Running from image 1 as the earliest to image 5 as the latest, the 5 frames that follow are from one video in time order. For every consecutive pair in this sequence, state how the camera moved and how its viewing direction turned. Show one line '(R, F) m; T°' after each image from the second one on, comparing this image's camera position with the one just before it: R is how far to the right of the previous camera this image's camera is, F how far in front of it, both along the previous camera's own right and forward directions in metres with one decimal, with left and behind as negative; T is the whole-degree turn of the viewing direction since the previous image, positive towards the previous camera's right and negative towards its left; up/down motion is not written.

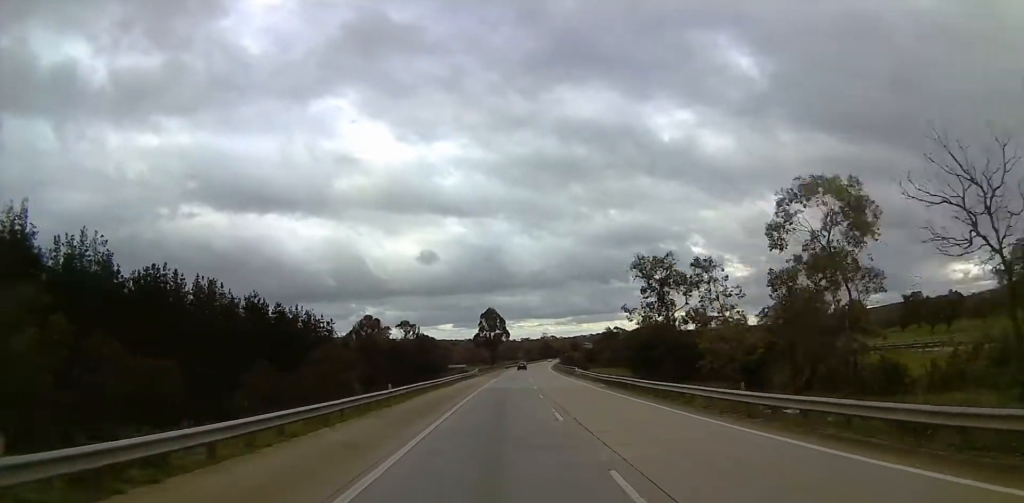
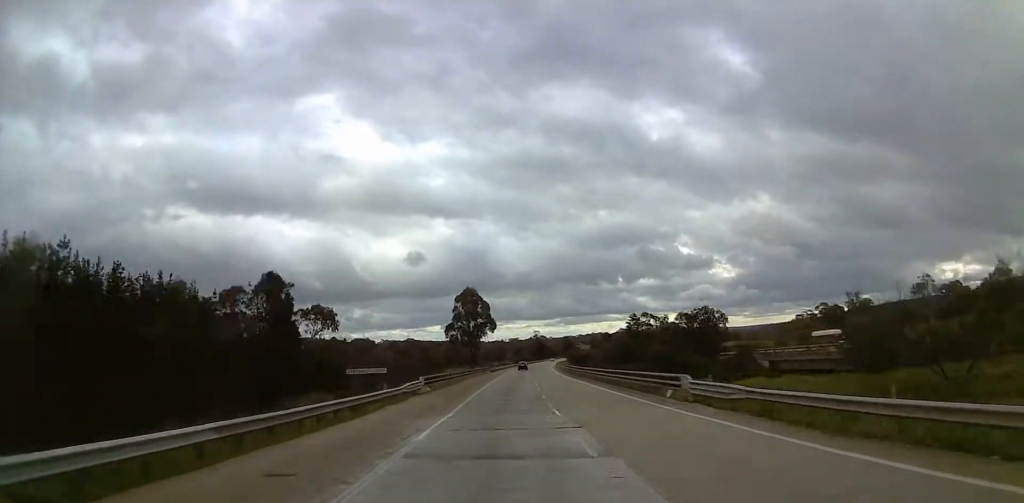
(-0.6, +40.6) m; -1°
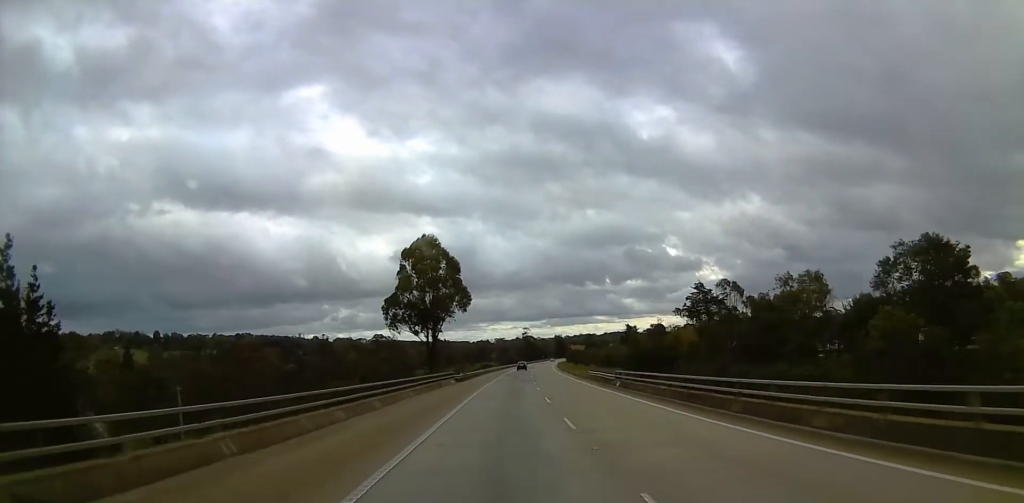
(+0.6, +47.5) m; +1°
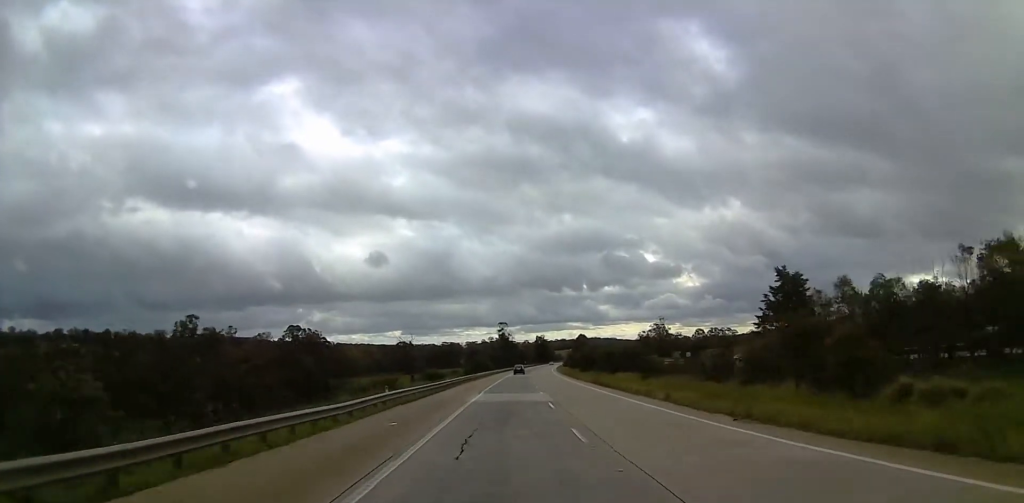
(+3.6, +98.4) m; +5°
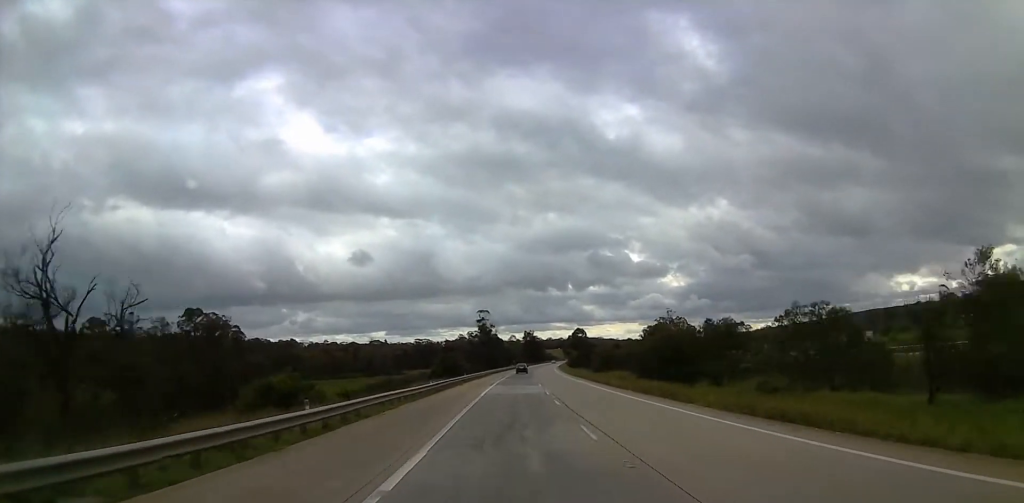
(+0.1, +63.8) m; 0°
